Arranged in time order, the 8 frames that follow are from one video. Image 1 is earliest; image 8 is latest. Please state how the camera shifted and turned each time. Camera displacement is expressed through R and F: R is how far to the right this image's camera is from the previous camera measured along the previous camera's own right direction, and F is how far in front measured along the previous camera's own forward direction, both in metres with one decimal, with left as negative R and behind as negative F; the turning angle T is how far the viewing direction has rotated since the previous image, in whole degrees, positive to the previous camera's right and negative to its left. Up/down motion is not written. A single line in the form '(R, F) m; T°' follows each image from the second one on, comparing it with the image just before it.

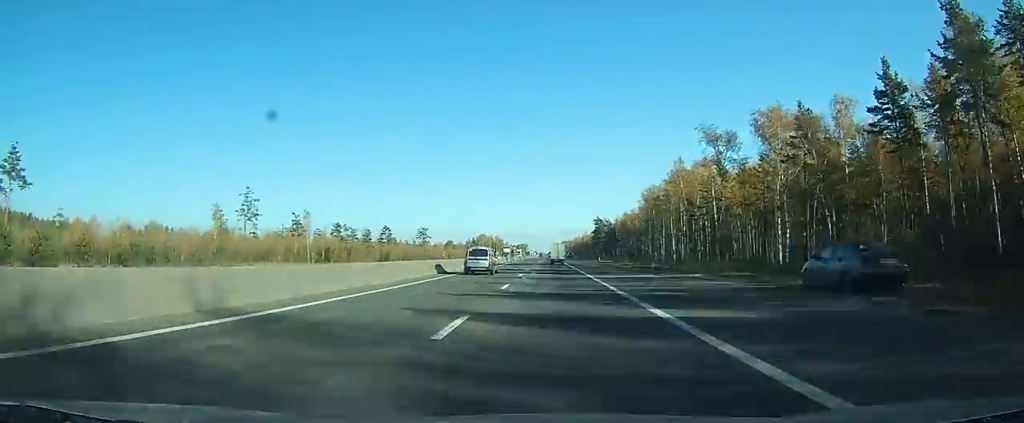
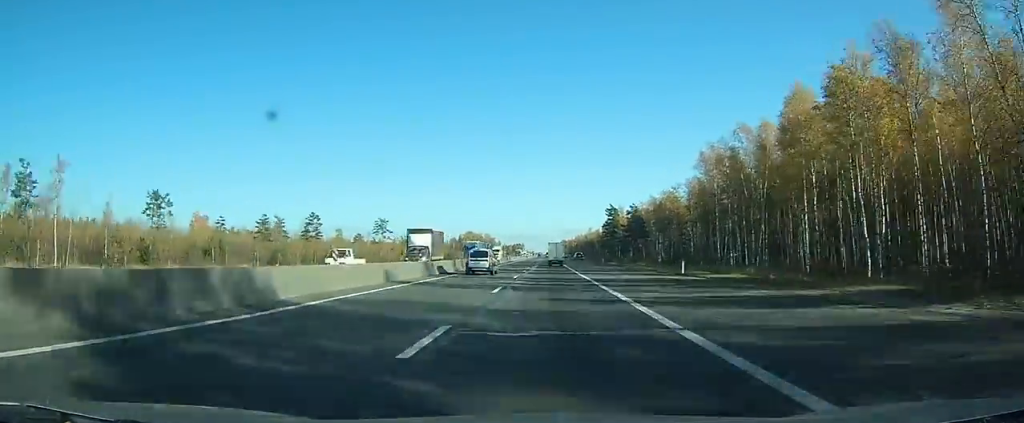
(-0.1, +60.4) m; 0°
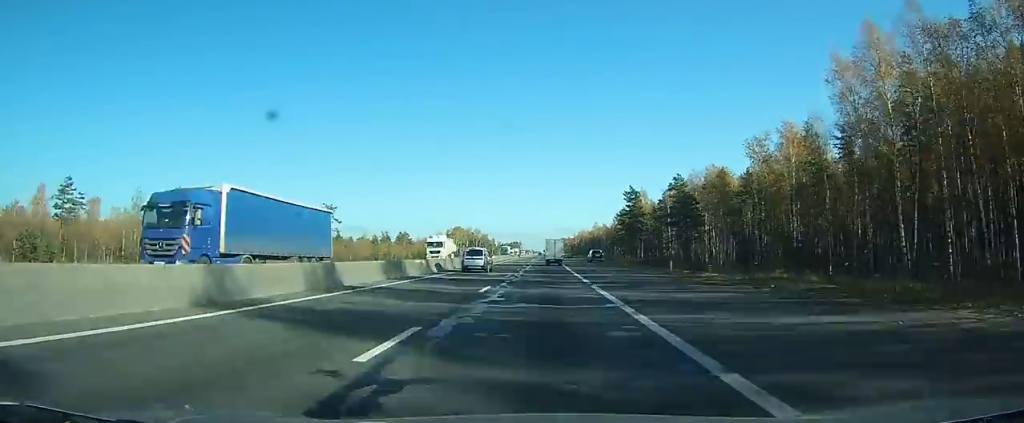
(+0.1, +50.5) m; 0°
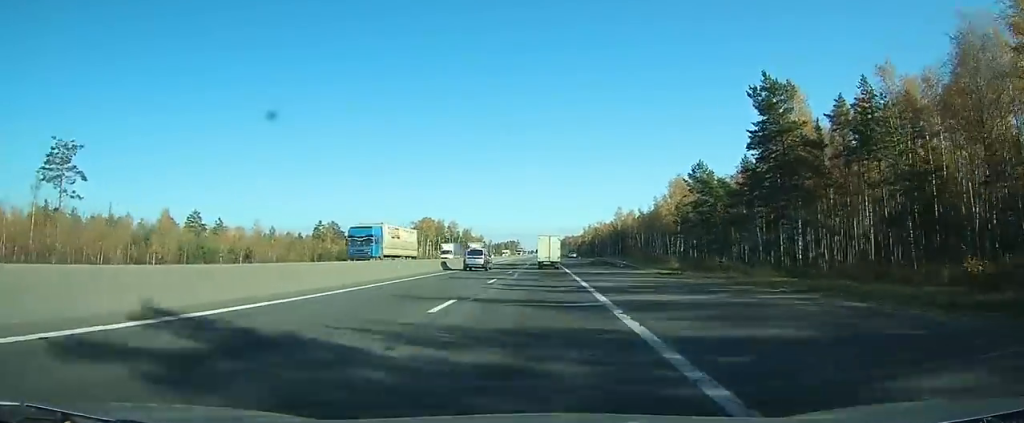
(+0.2, +91.2) m; 0°
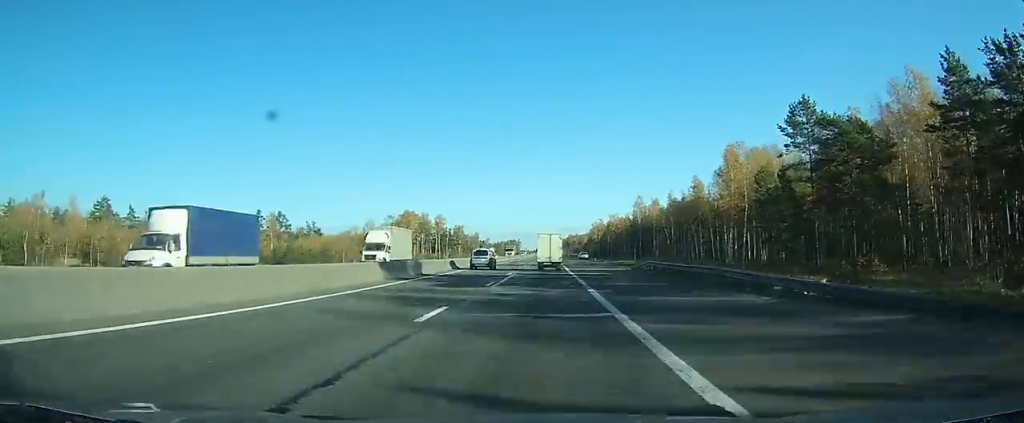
(-0.2, +36.2) m; 0°
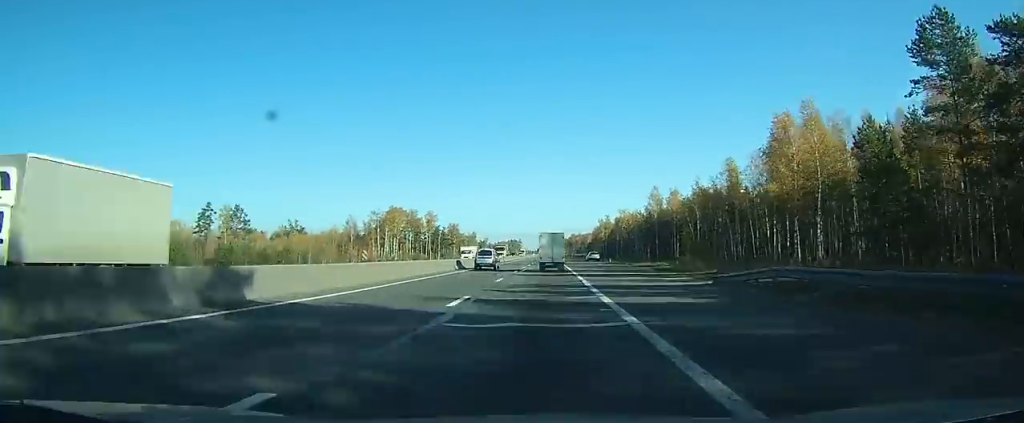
(0.0, +20.4) m; 0°
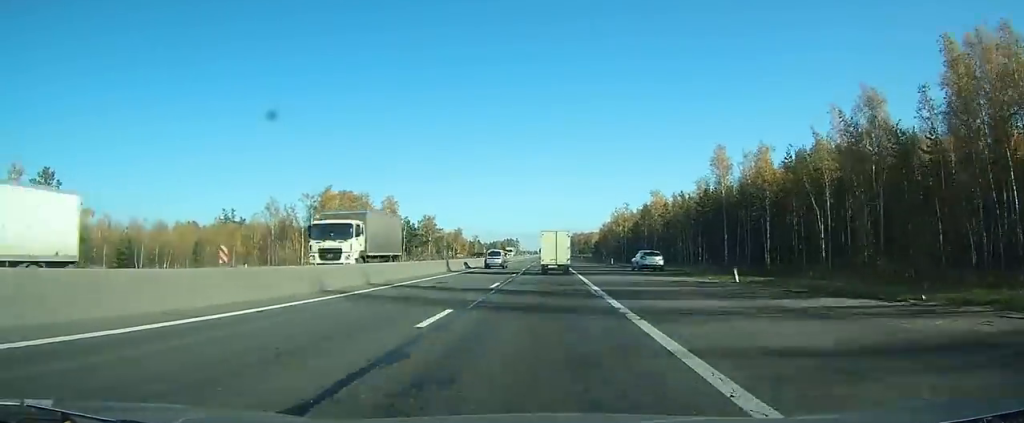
(0.0, +51.2) m; 0°
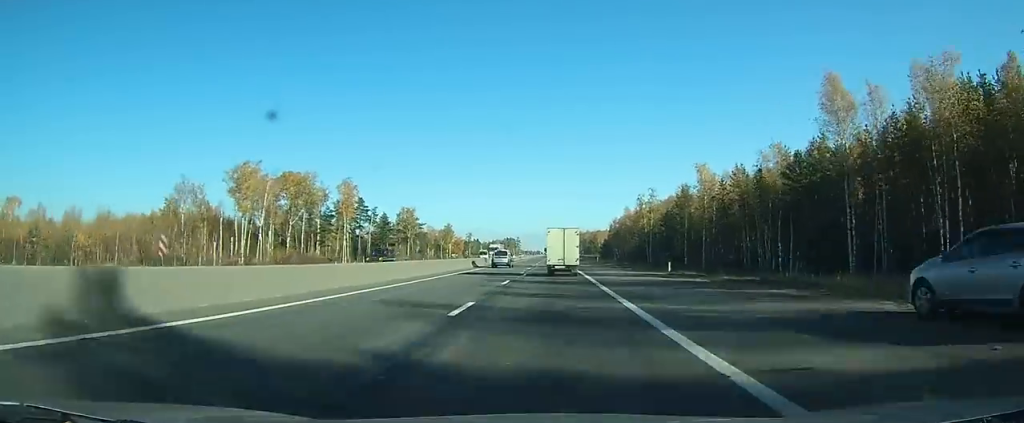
(0.0, +35.9) m; 0°
